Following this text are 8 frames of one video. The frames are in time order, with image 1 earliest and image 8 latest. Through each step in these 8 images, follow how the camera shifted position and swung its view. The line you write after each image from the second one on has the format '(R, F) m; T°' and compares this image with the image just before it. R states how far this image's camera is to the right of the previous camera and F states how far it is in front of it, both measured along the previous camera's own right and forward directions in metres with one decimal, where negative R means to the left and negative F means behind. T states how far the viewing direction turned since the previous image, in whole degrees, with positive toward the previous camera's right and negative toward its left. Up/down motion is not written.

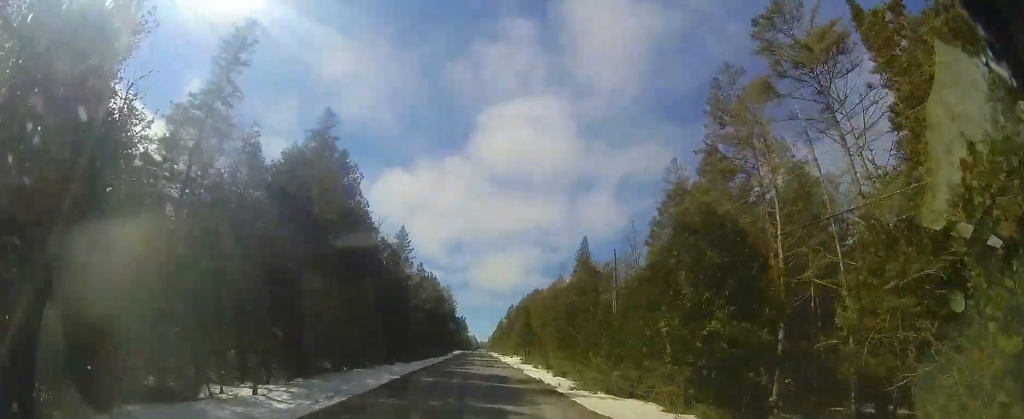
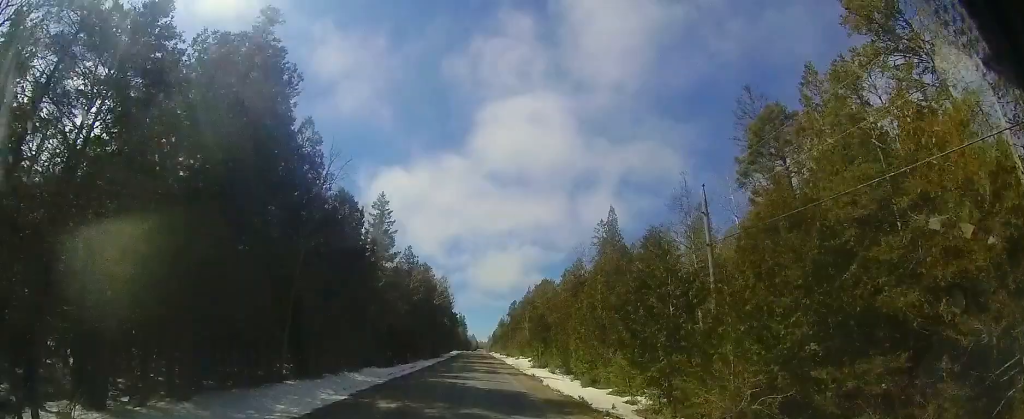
(-0.1, +8.2) m; +1°
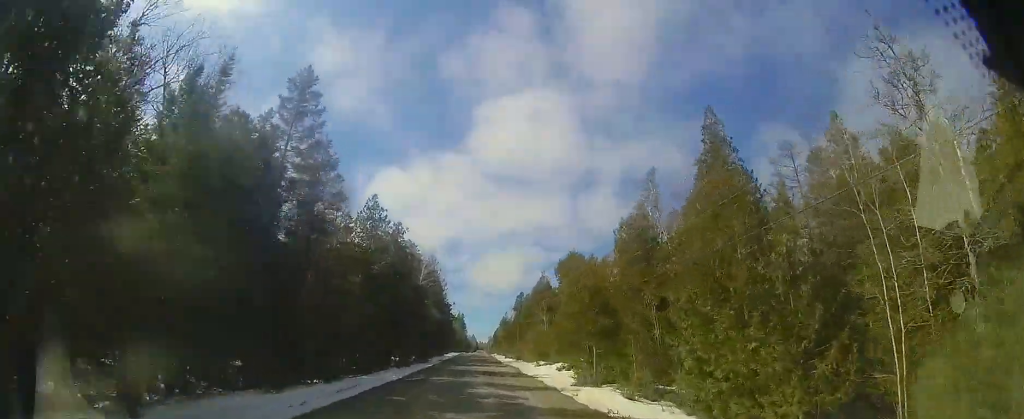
(+0.5, +14.5) m; +2°
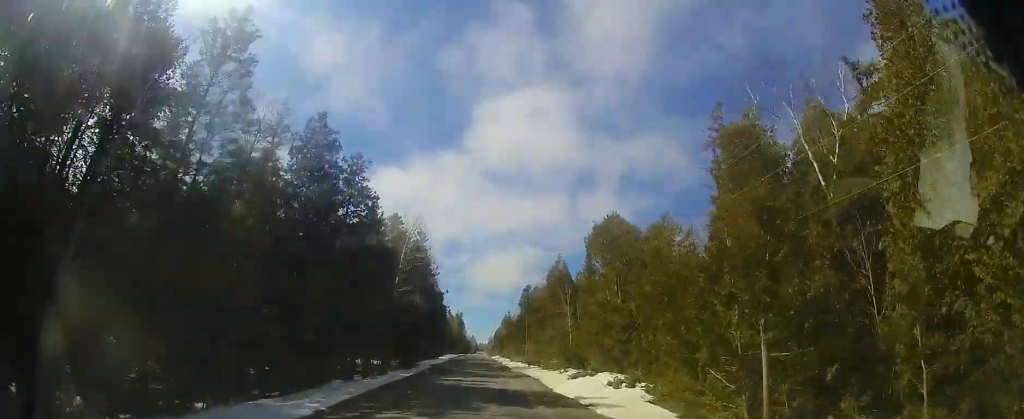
(-0.1, +10.4) m; -2°
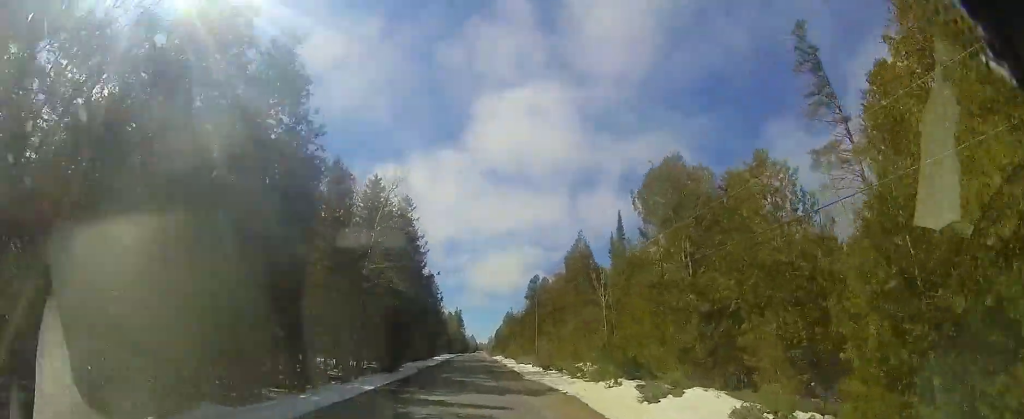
(-0.3, +8.2) m; 0°
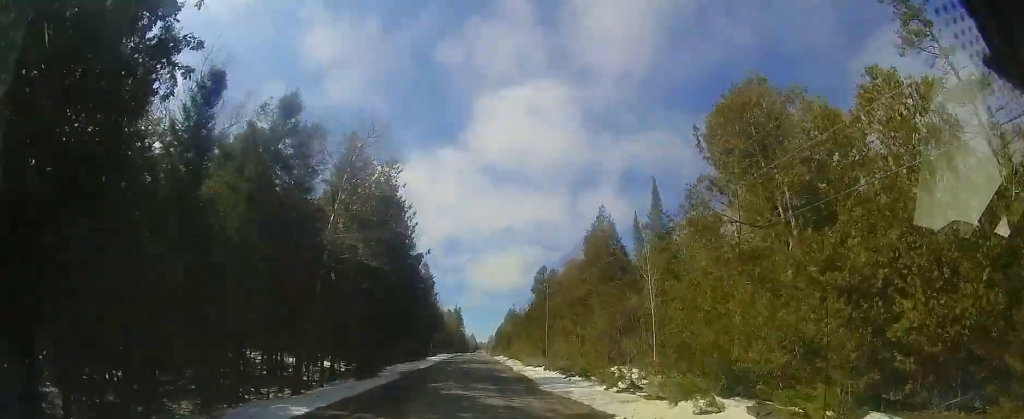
(+0.2, +6.0) m; +2°
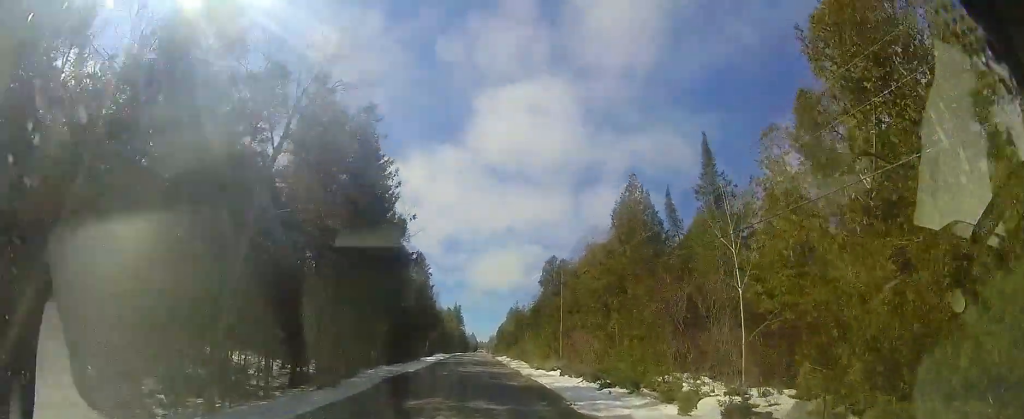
(+0.1, +5.6) m; +2°
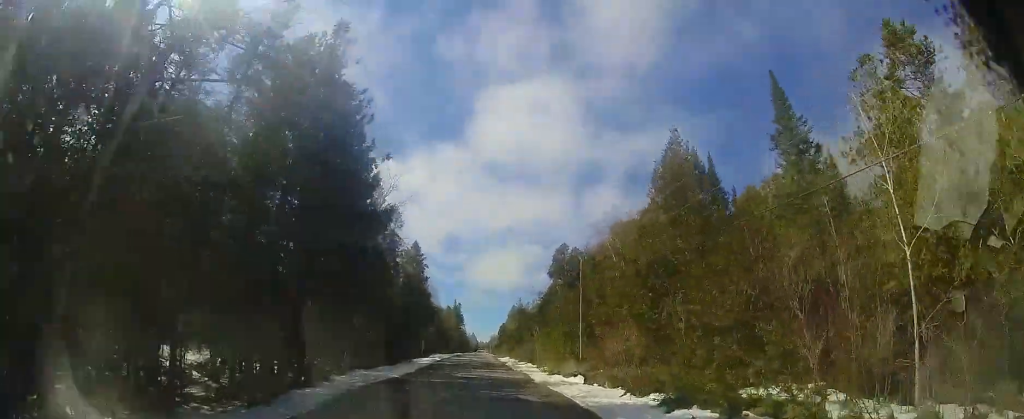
(+0.1, +5.2) m; 0°
